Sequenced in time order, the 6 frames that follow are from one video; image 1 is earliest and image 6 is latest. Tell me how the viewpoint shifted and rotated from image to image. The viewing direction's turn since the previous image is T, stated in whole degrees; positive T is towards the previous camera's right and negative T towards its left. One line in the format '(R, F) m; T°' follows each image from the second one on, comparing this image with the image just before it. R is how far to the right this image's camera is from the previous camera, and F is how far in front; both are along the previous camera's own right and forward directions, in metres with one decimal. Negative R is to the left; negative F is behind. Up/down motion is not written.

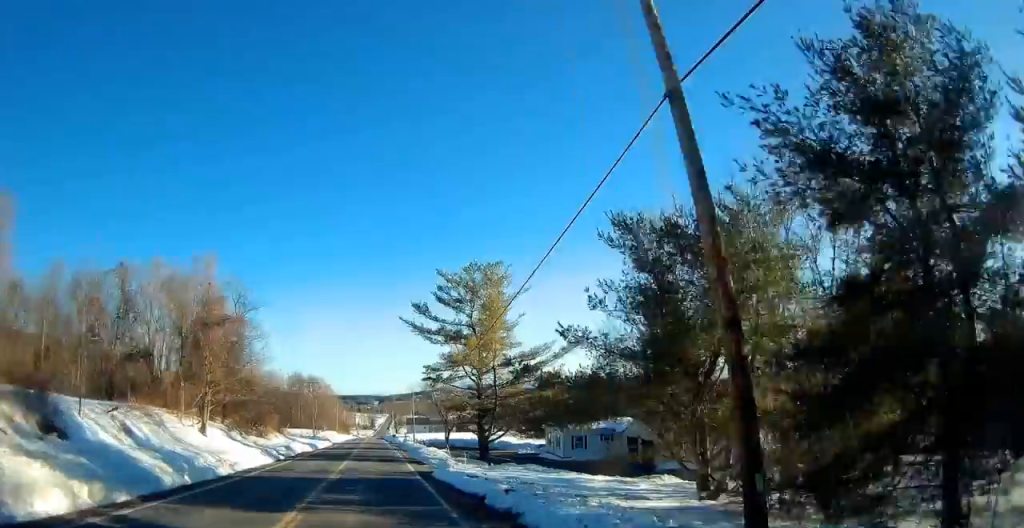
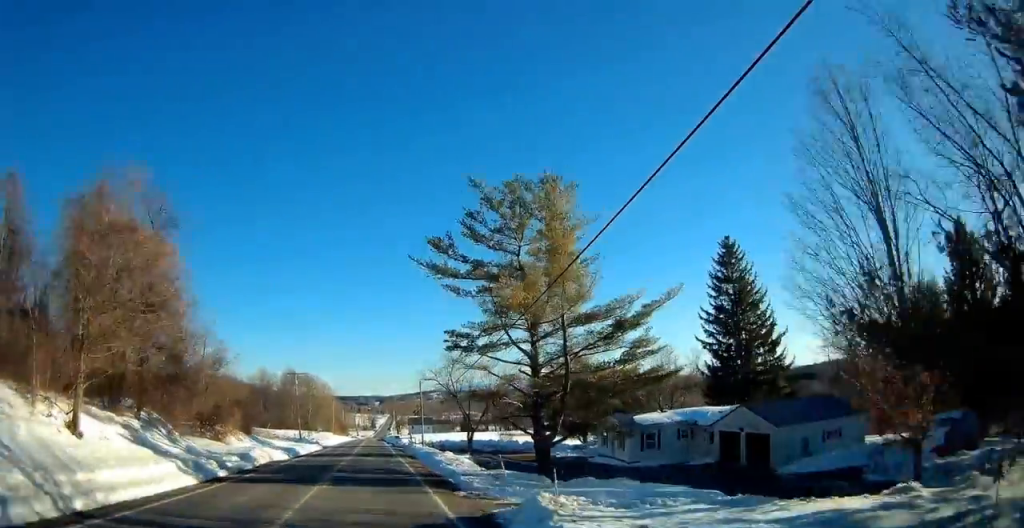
(-0.2, +14.8) m; -1°
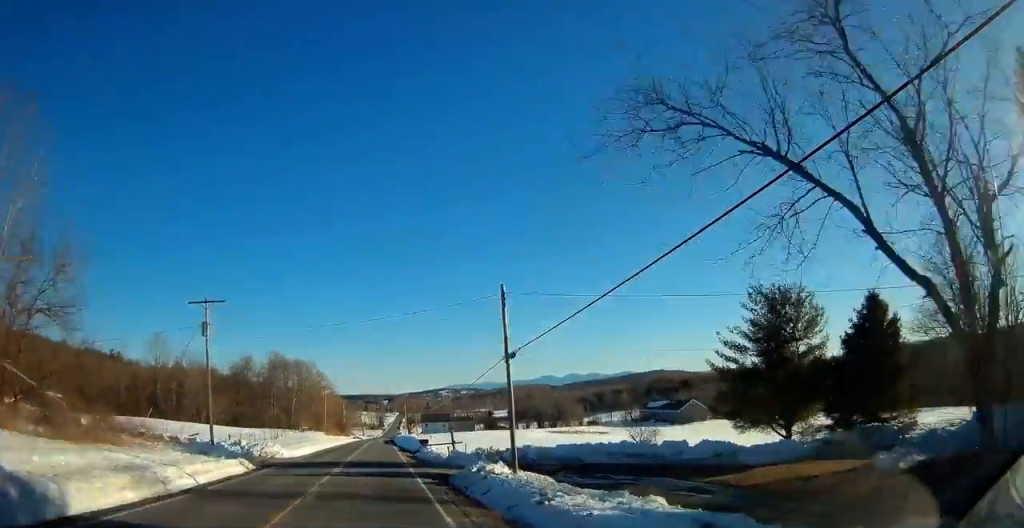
(-0.1, +38.7) m; 0°
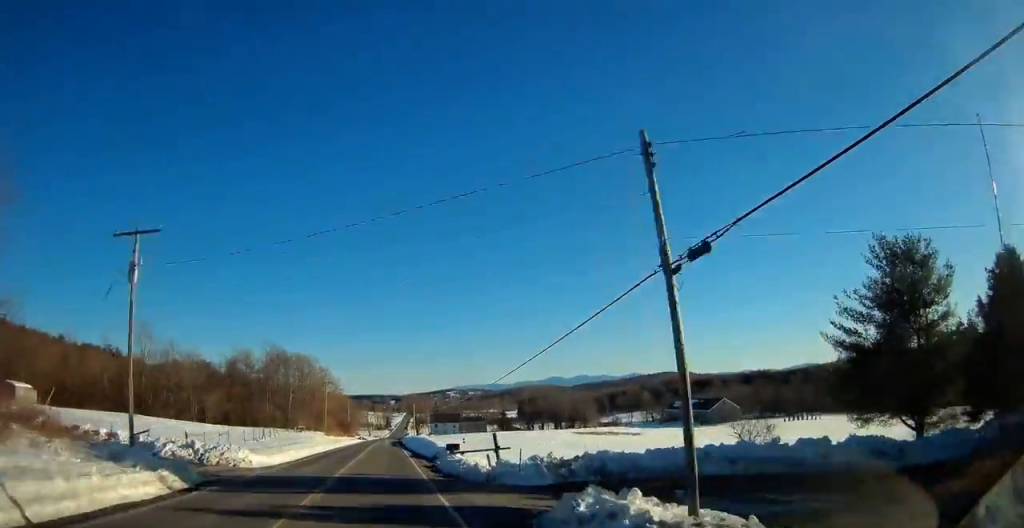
(0.0, +11.6) m; 0°
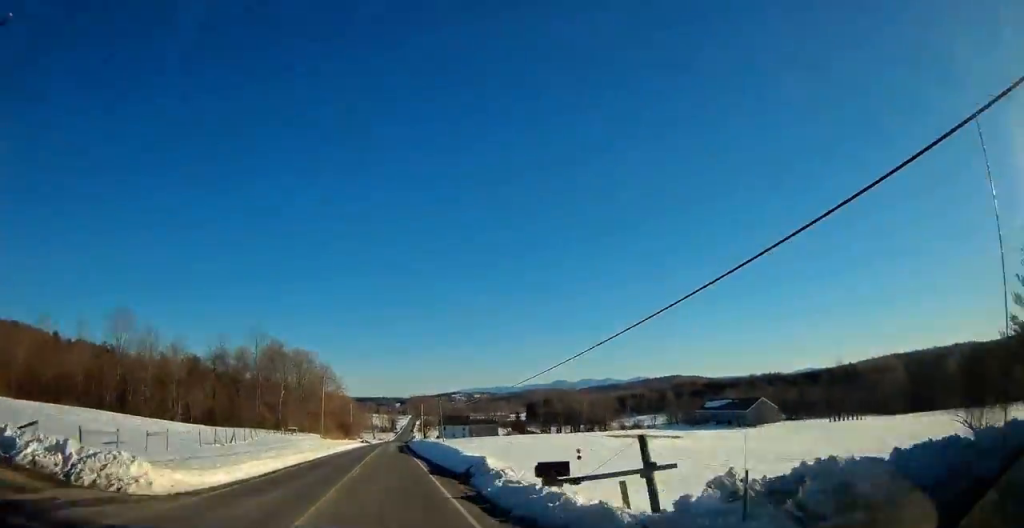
(0.0, +13.4) m; 0°
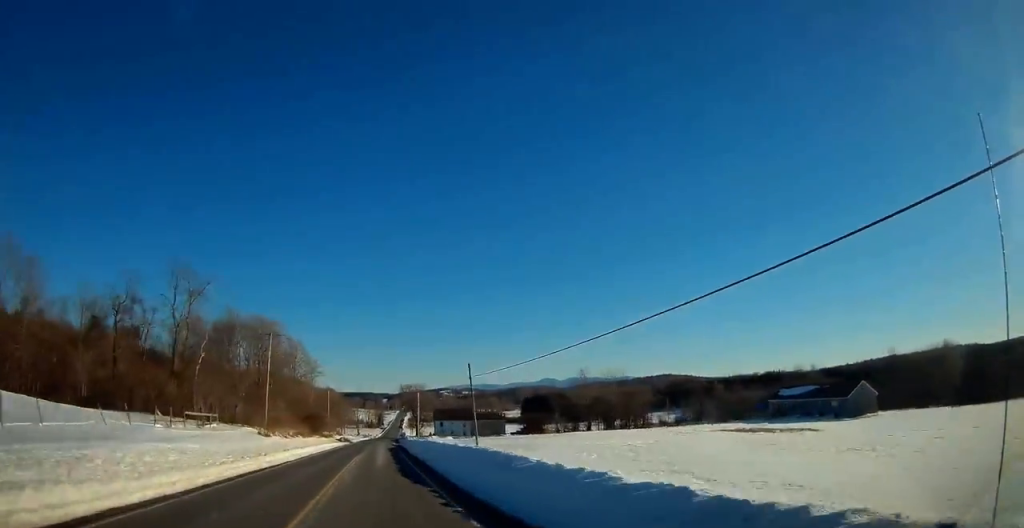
(0.0, +34.9) m; 0°
